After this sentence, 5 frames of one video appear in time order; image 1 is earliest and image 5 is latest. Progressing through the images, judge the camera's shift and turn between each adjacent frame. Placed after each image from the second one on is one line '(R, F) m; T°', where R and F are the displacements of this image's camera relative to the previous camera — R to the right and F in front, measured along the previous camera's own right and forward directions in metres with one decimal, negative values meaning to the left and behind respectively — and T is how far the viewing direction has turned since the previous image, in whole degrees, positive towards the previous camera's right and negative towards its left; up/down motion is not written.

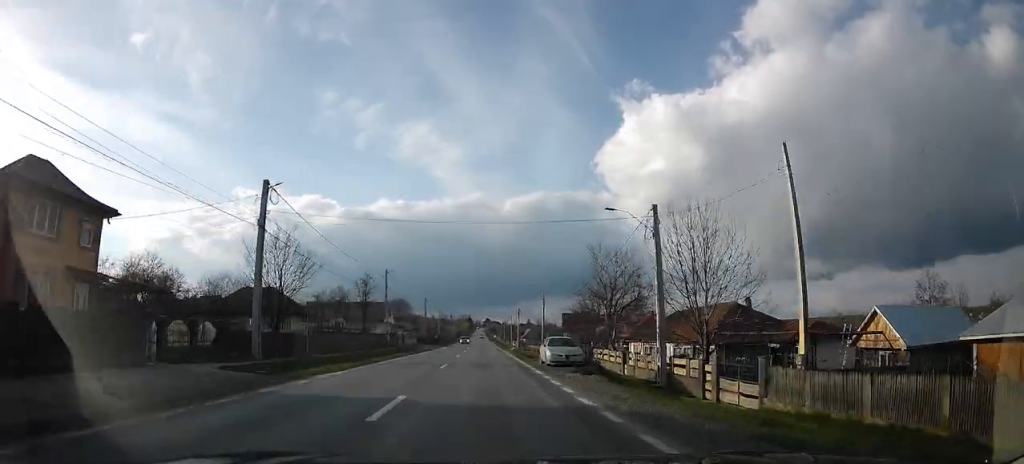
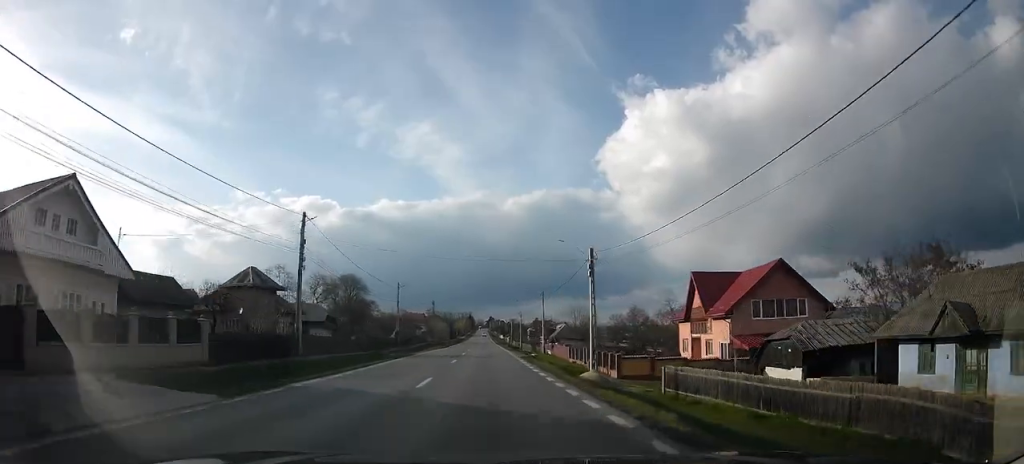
(+2.1, +67.0) m; +4°
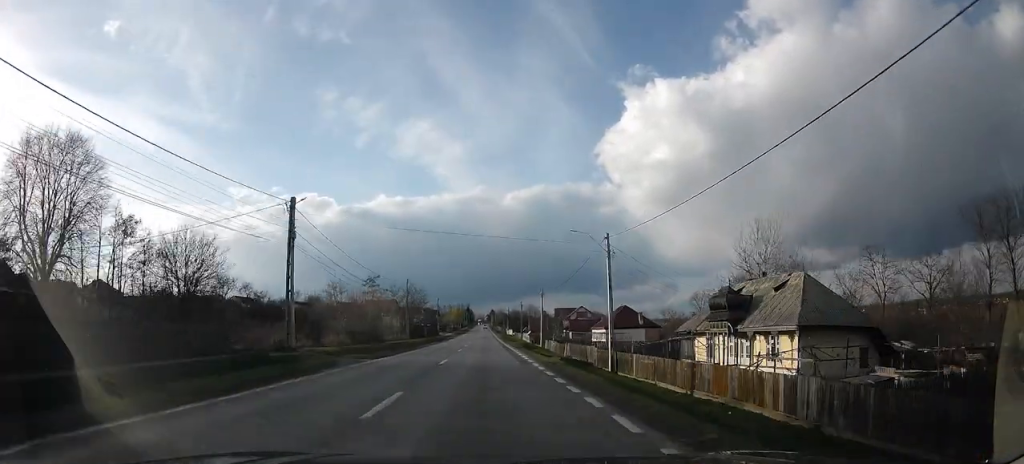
(-1.4, +76.8) m; -2°
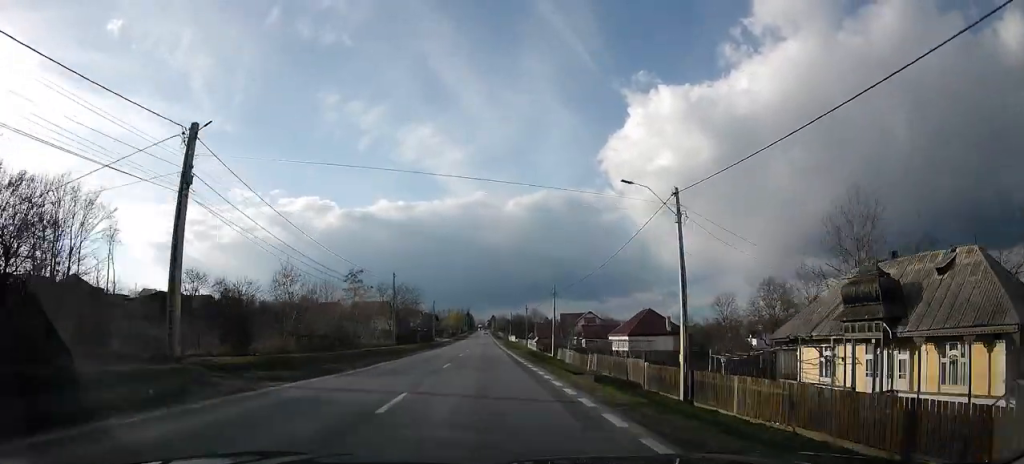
(+0.2, +11.2) m; +1°
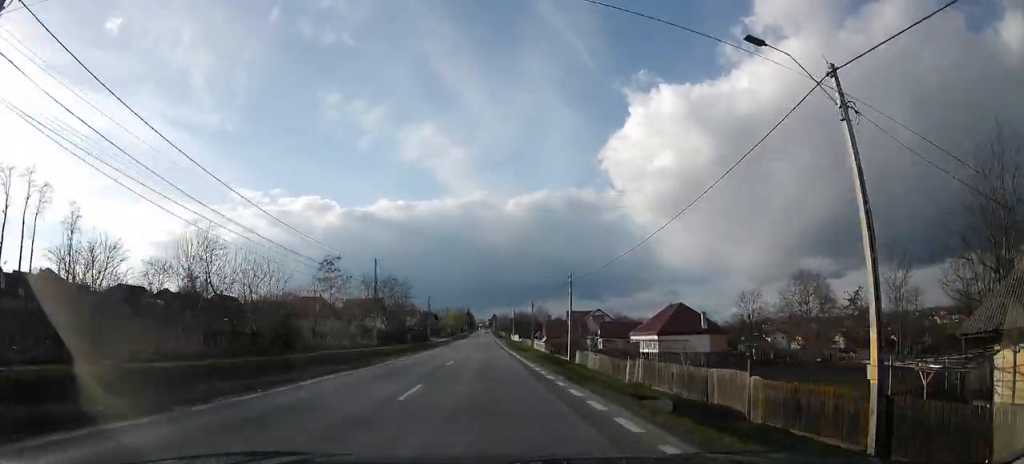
(+0.2, +10.4) m; +1°
